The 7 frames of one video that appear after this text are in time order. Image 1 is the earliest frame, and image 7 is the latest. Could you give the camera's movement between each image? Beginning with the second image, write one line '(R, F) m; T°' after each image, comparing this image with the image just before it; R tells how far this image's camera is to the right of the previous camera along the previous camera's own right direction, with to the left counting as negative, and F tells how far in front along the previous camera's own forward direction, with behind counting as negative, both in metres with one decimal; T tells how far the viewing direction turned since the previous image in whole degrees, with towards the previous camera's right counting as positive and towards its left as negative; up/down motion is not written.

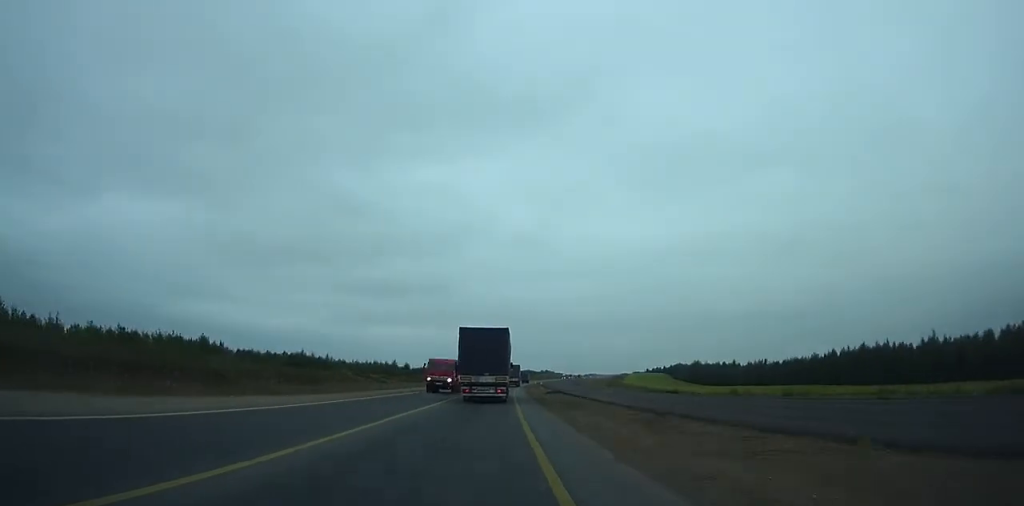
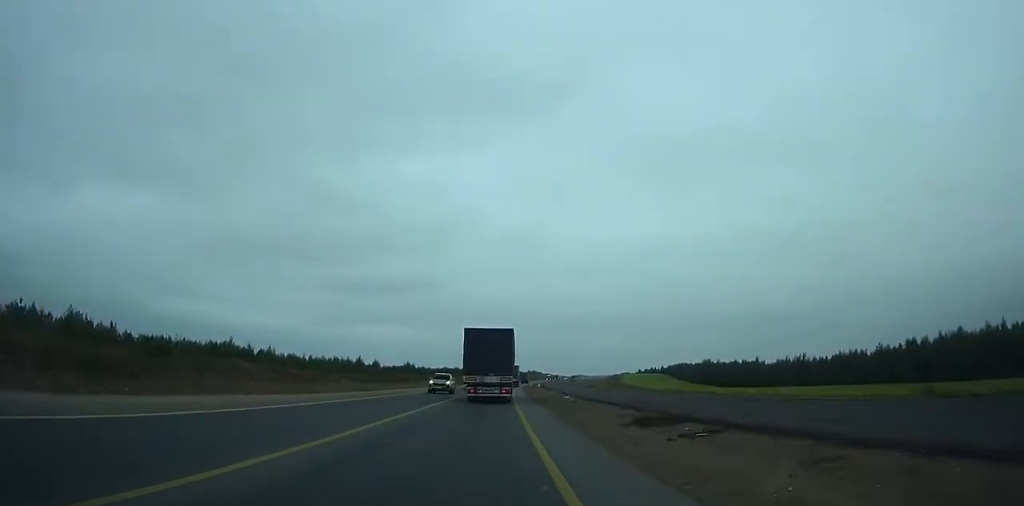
(+0.6, +45.3) m; +1°
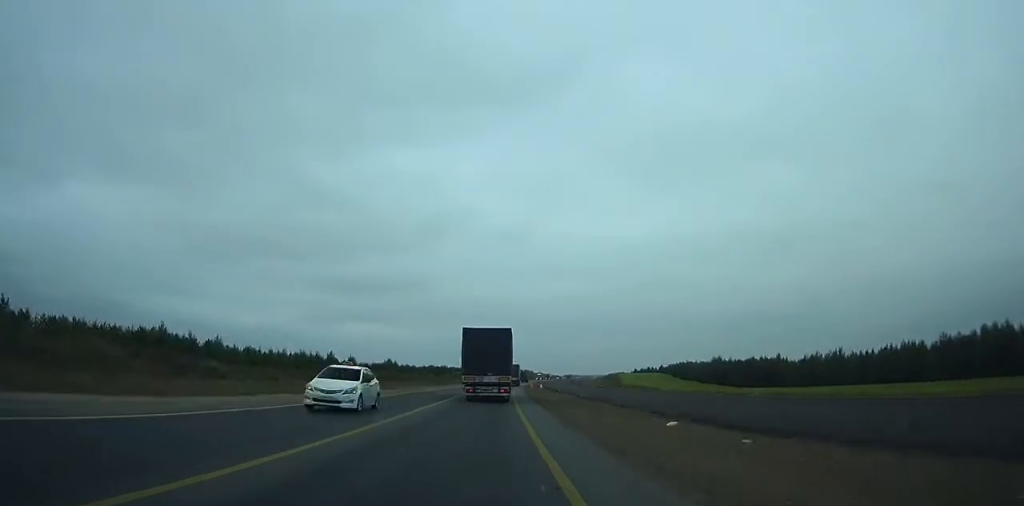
(-0.1, +30.1) m; +1°
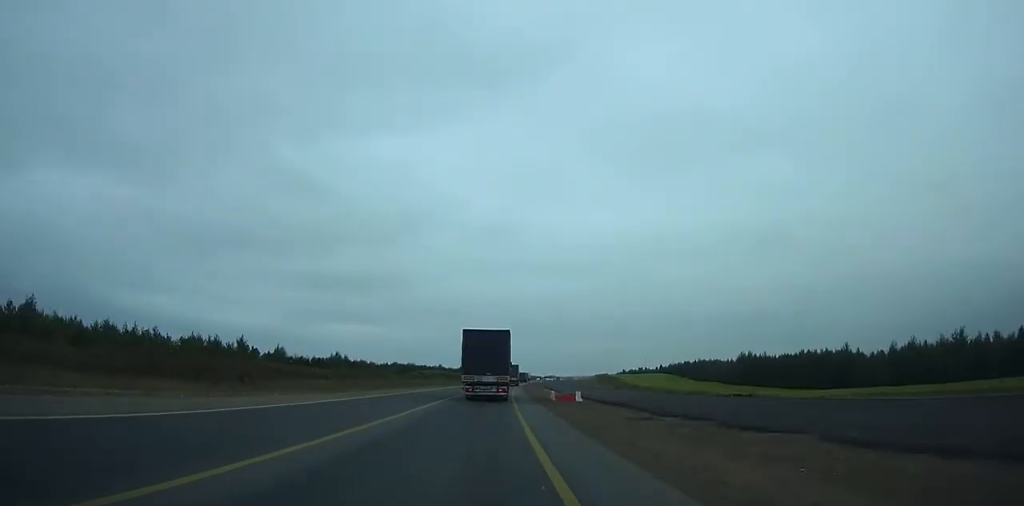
(+1.2, +62.3) m; +2°
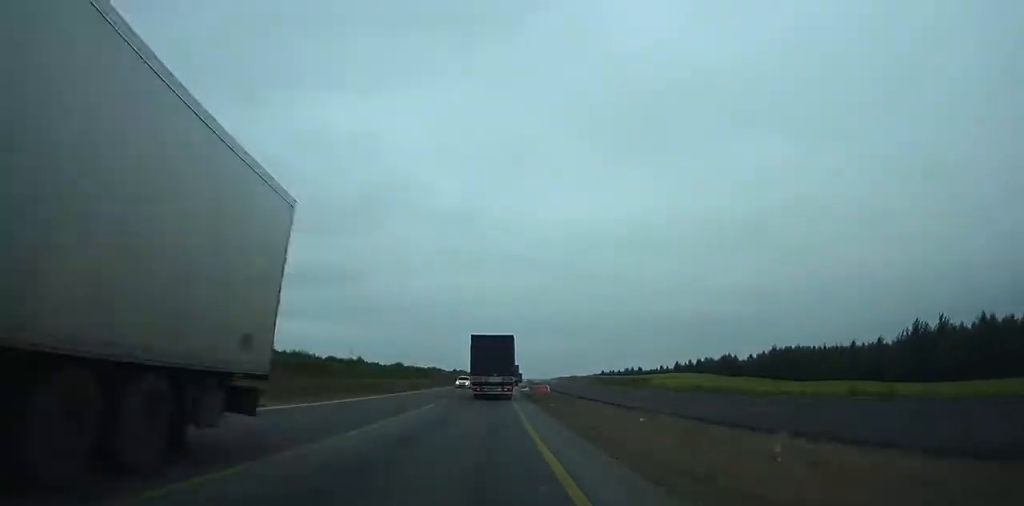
(+5.1, +138.2) m; +4°
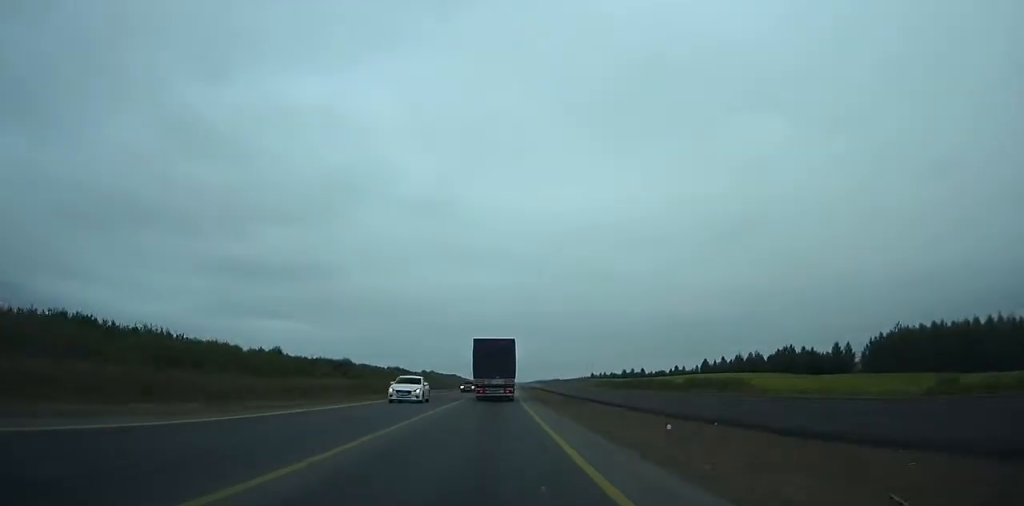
(+2.0, +80.9) m; +2°
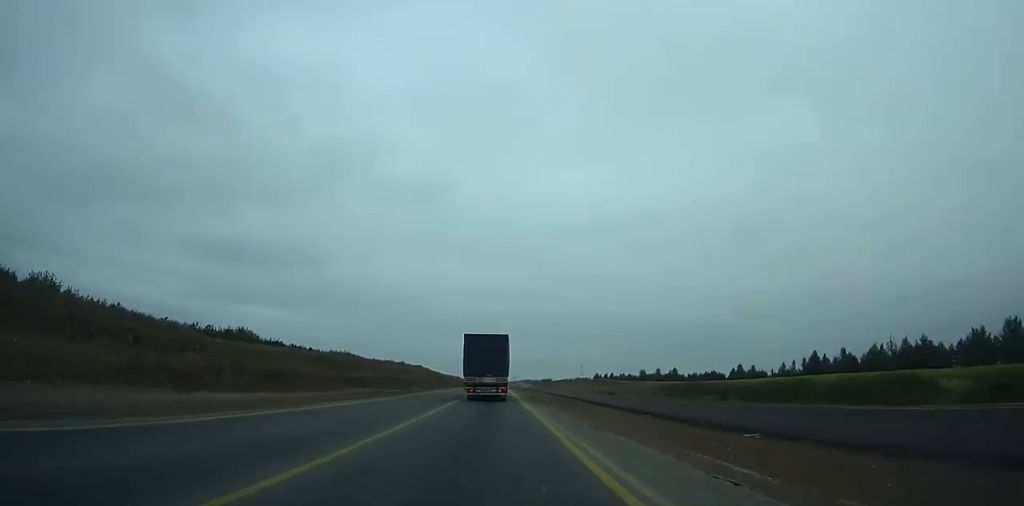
(+2.2, +104.0) m; +2°
